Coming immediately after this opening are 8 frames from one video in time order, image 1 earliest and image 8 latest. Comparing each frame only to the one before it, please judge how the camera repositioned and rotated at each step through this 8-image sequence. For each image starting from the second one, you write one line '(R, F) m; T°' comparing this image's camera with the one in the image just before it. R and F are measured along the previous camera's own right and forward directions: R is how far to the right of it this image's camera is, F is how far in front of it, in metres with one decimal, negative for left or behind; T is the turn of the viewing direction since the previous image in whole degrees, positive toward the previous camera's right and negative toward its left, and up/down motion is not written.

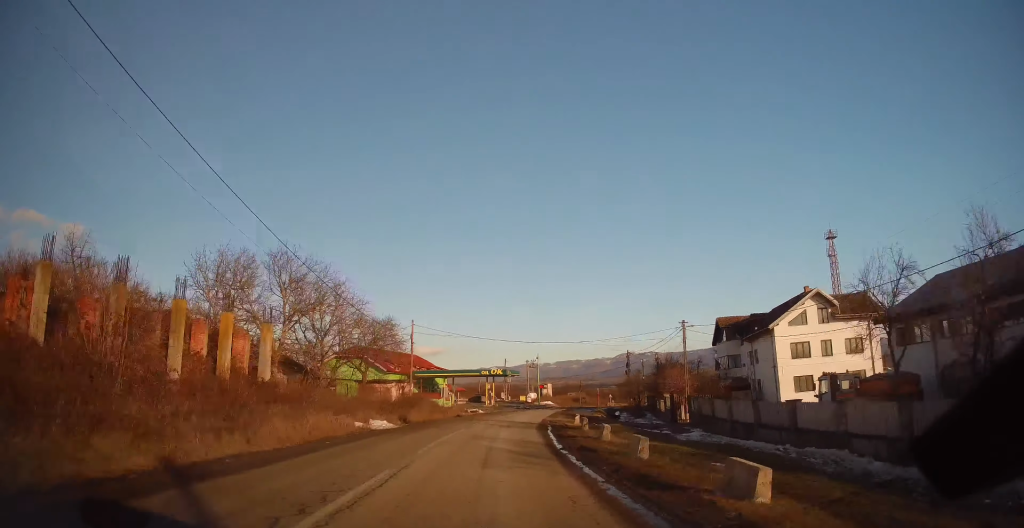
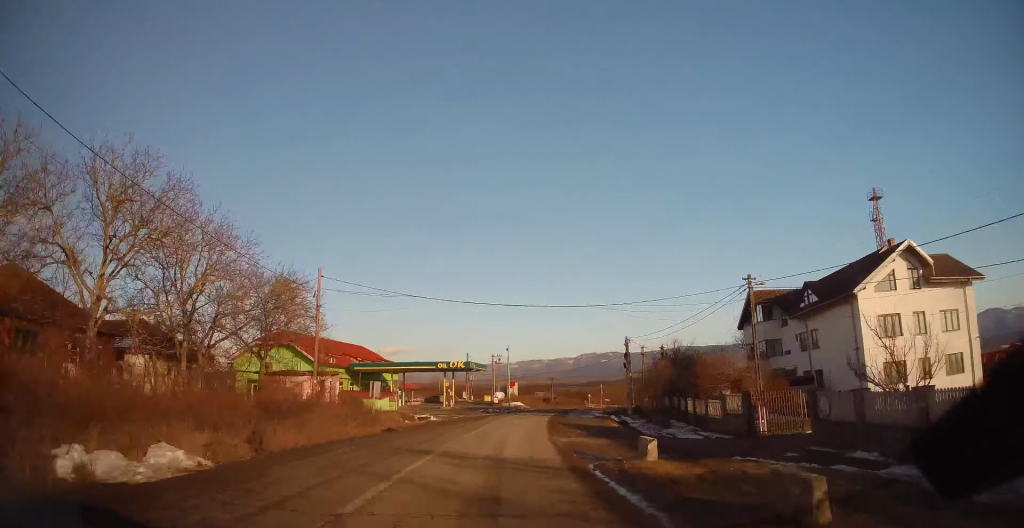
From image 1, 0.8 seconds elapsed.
(+0.4, +16.3) m; +5°
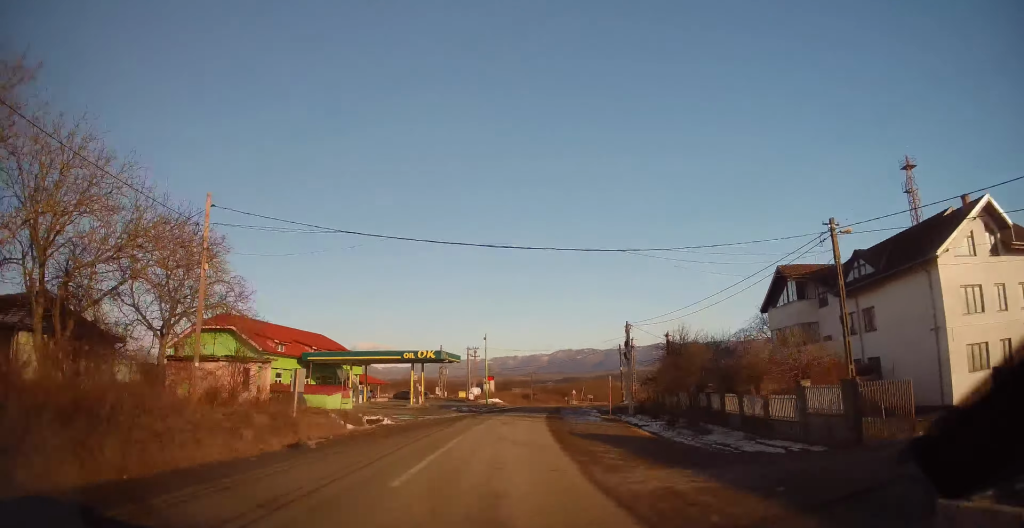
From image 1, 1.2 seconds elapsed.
(+0.5, +9.0) m; +1°
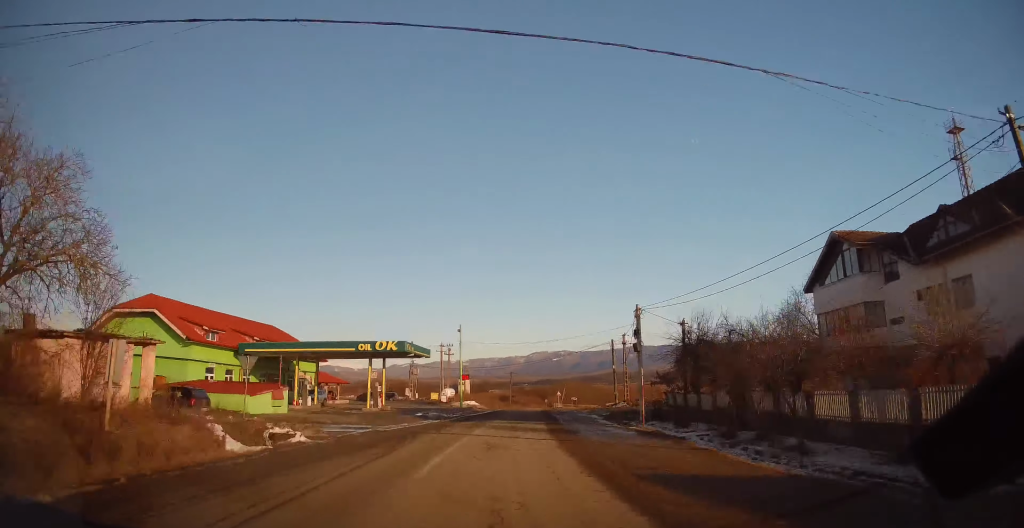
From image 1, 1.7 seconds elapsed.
(+0.3, +9.7) m; +1°
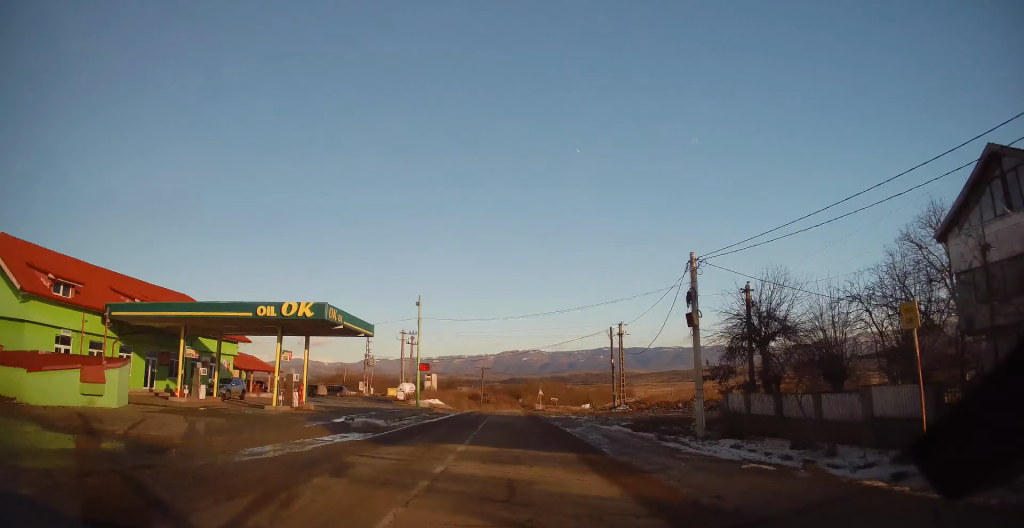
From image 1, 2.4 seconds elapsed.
(+0.1, +14.5) m; +2°
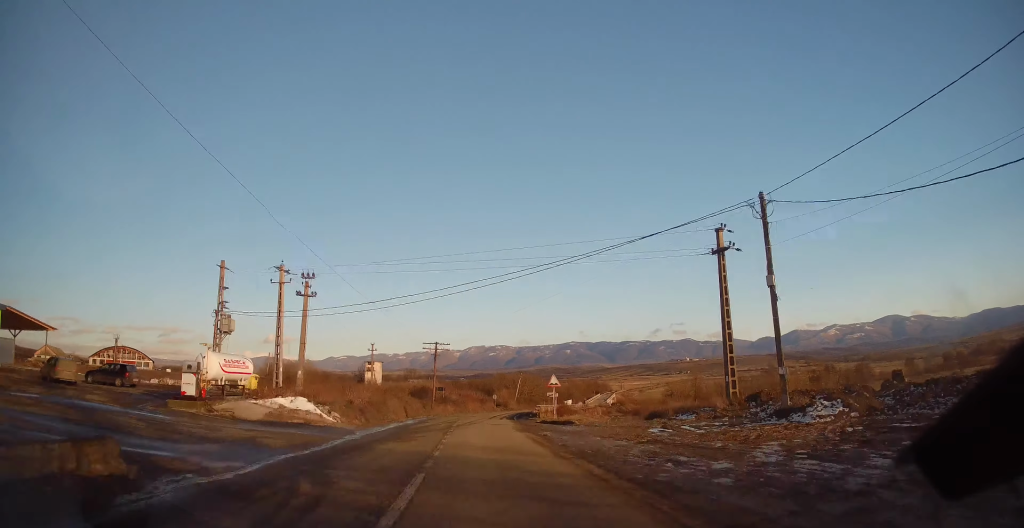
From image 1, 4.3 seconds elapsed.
(+2.1, +39.4) m; +5°
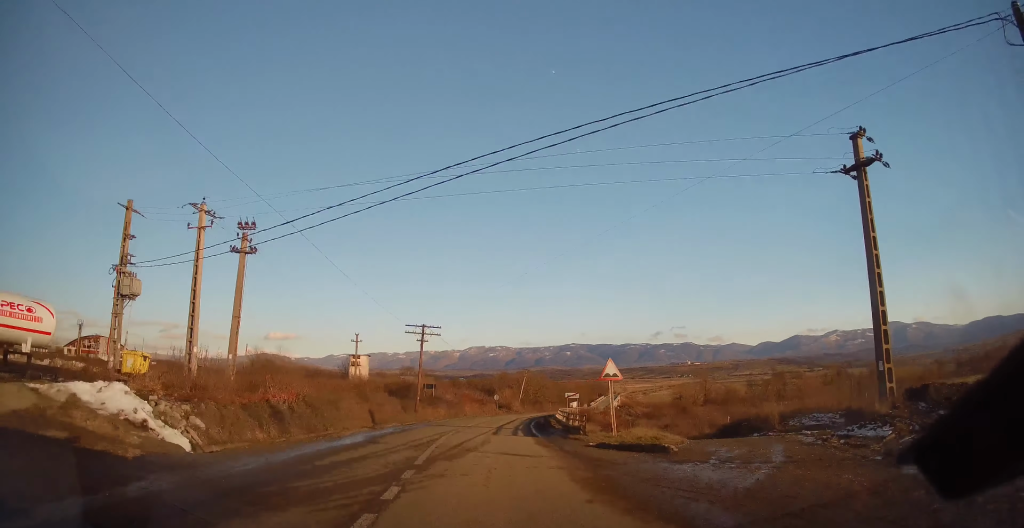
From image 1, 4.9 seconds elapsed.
(0.0, +14.0) m; +1°
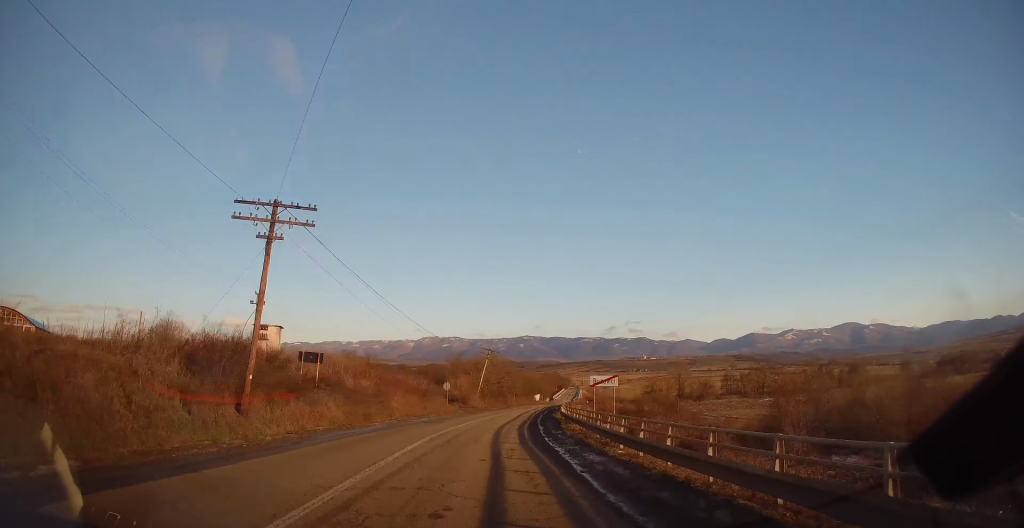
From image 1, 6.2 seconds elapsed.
(+0.9, +27.0) m; +4°
